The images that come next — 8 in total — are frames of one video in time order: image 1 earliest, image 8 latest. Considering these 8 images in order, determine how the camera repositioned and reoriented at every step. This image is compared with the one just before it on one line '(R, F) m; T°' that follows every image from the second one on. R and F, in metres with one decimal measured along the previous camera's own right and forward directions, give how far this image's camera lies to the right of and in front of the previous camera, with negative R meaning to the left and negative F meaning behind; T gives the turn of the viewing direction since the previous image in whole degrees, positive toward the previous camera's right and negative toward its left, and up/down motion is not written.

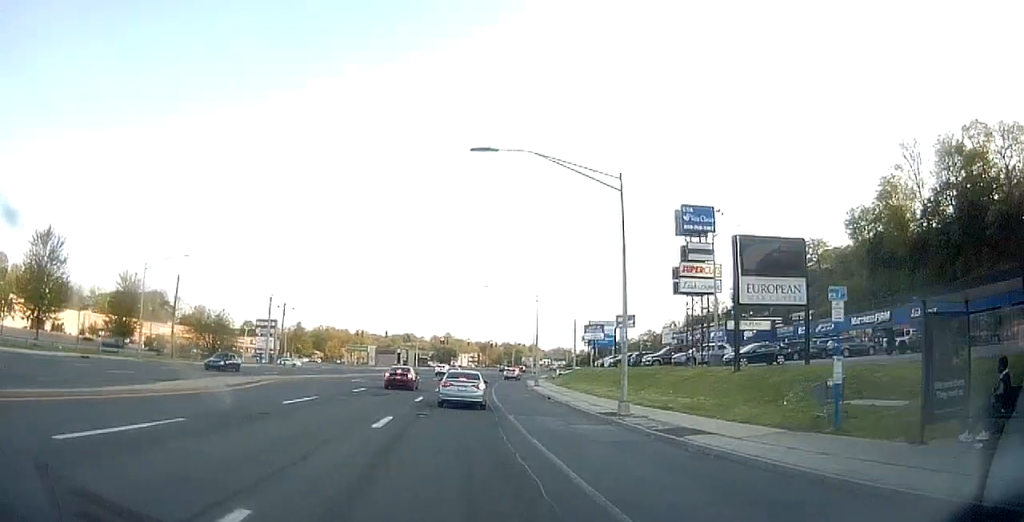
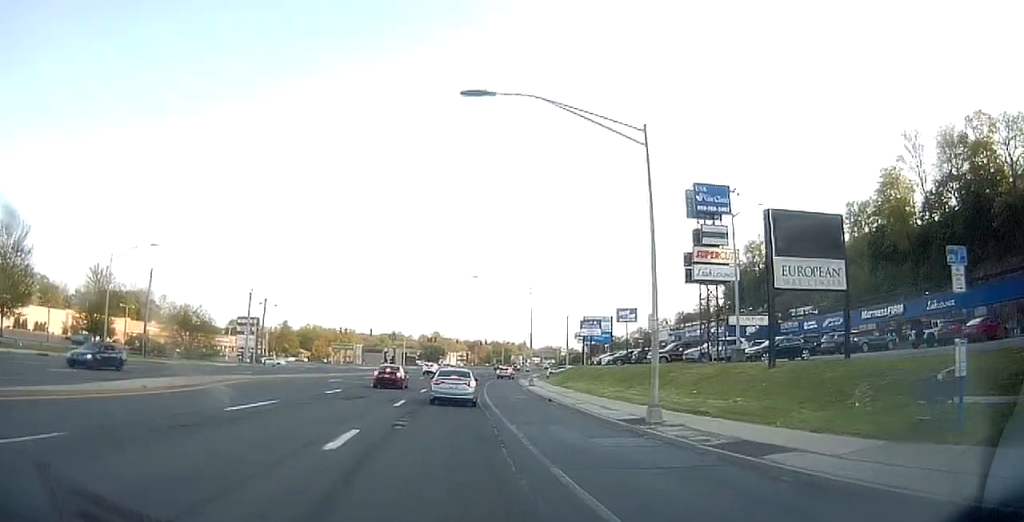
(0.0, +4.2) m; +1°
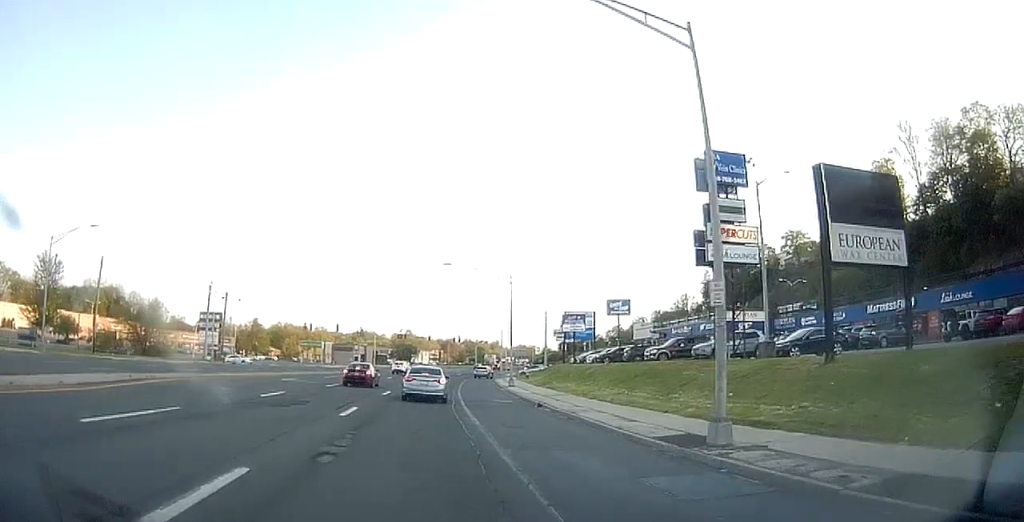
(+0.1, +5.5) m; +1°
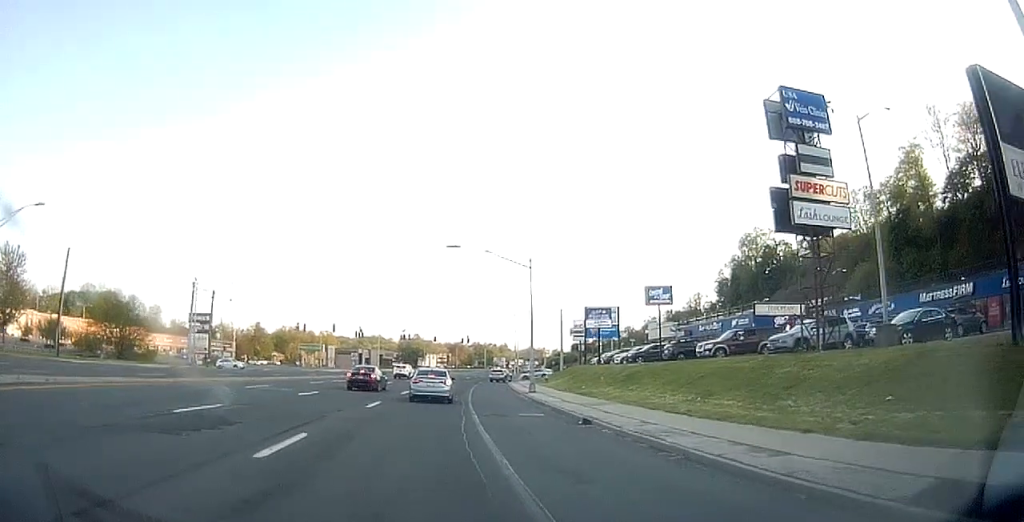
(+0.1, +7.3) m; 0°
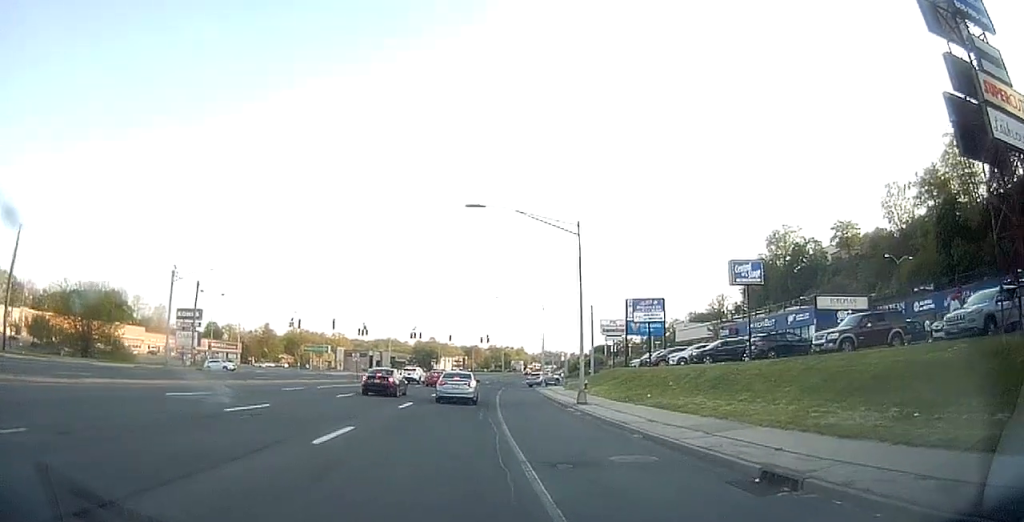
(-0.1, +9.5) m; -1°
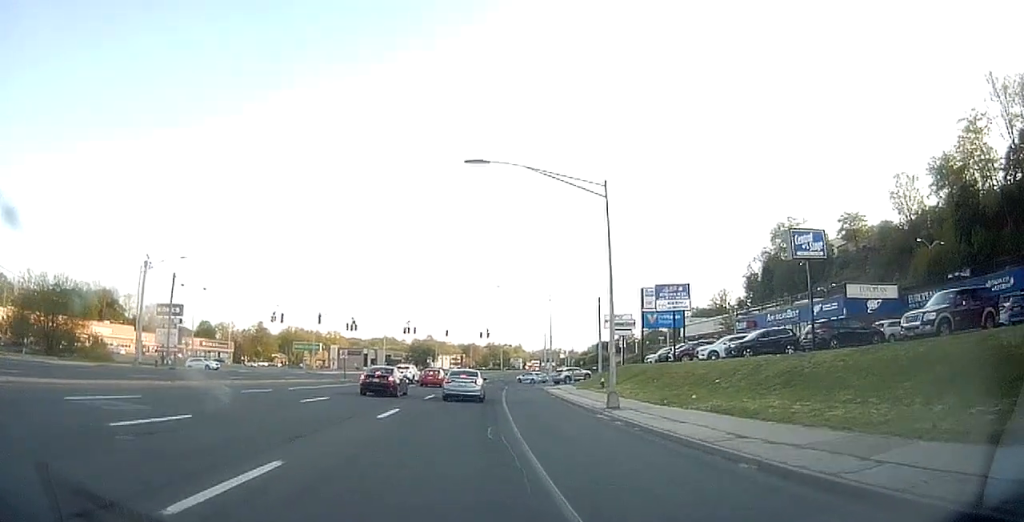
(0.0, +5.5) m; 0°
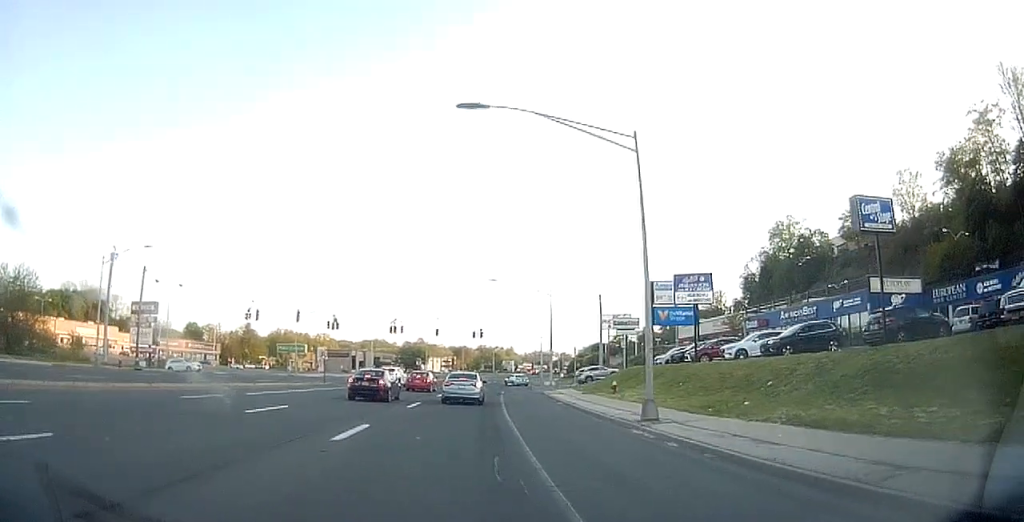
(0.0, +4.9) m; +3°
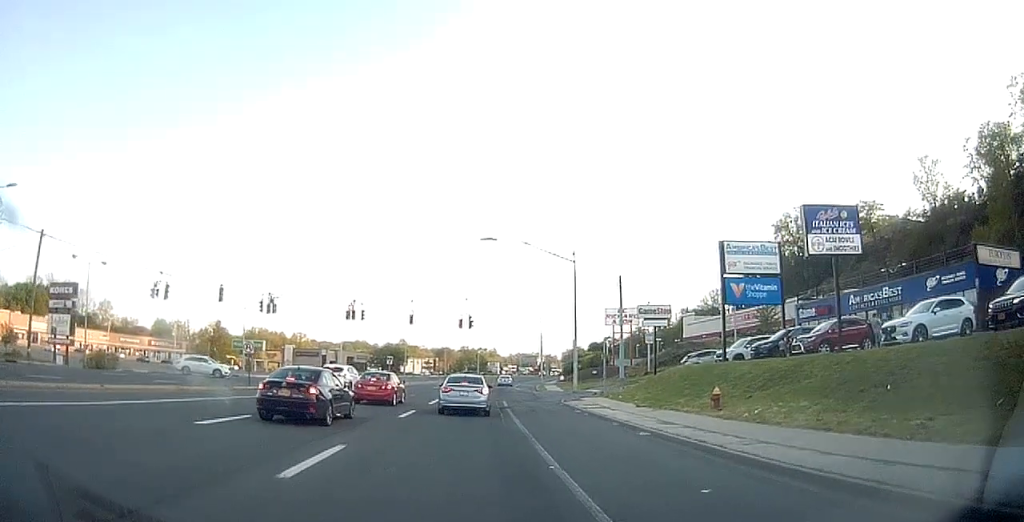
(+0.7, +14.3) m; +1°
